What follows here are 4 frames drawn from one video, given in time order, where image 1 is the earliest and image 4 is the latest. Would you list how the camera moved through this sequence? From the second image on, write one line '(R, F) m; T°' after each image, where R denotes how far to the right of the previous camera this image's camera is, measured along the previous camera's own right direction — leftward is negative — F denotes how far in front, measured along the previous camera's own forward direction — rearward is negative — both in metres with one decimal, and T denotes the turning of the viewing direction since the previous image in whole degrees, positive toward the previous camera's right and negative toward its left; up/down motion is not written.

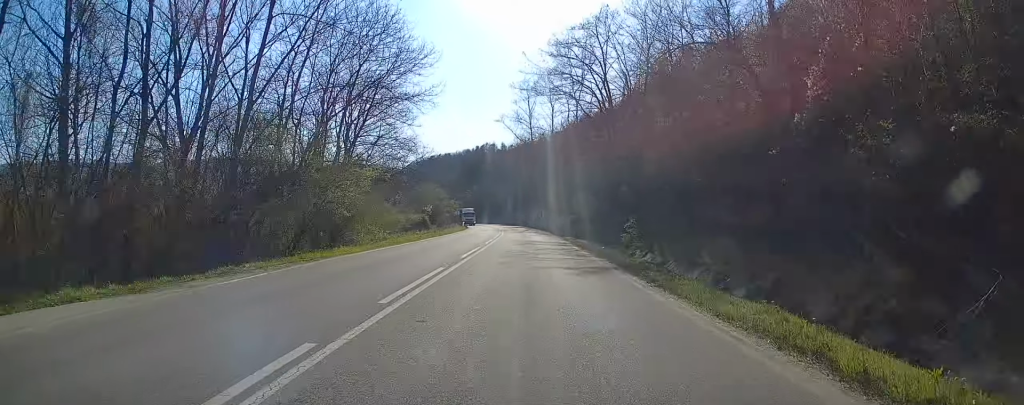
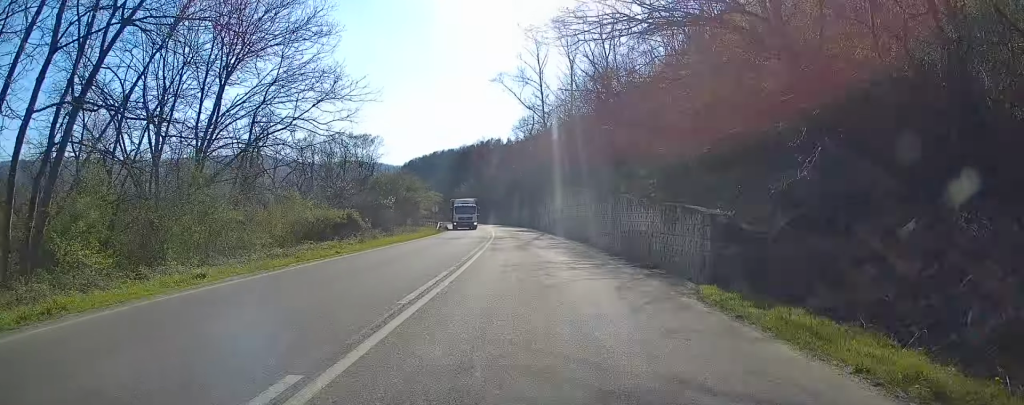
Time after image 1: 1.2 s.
(-0.5, +29.8) m; -1°
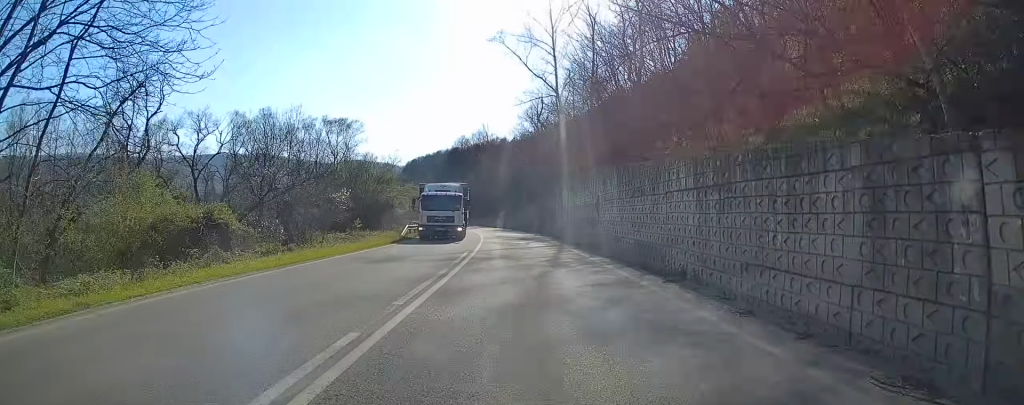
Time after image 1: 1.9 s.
(0.0, +17.9) m; 0°
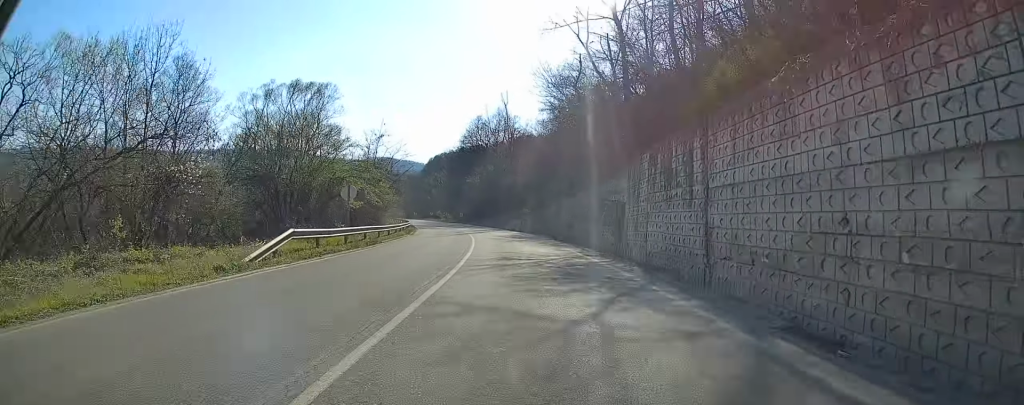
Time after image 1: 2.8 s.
(0.0, +23.3) m; 0°
